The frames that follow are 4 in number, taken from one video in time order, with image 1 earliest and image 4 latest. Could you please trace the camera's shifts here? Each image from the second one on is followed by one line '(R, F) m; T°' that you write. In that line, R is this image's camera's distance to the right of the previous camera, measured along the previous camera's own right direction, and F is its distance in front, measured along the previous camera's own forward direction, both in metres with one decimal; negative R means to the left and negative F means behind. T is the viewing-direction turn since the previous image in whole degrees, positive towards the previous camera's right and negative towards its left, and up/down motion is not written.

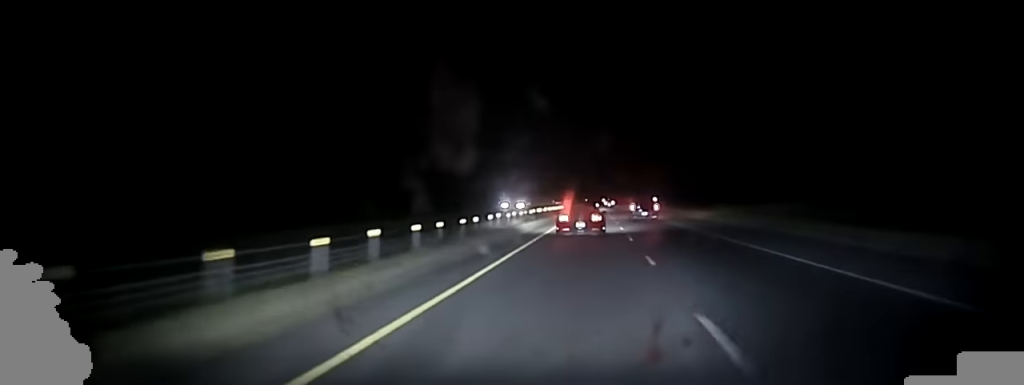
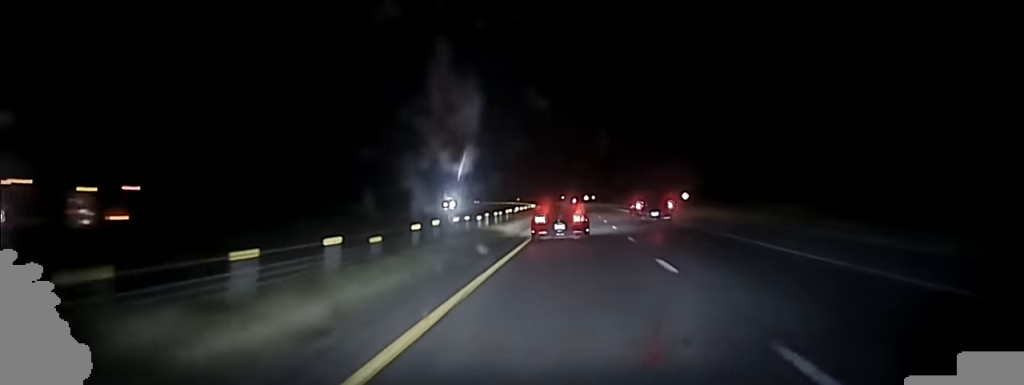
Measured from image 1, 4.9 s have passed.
(+3.7, +176.5) m; +1°
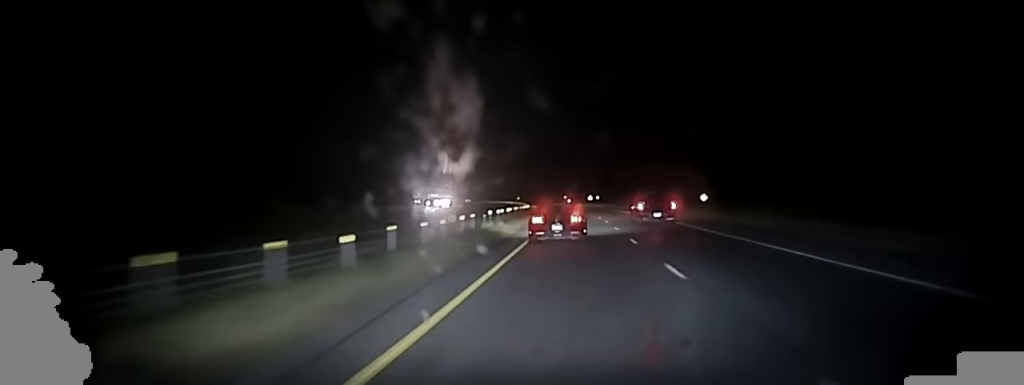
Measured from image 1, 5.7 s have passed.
(0.0, +27.3) m; -1°
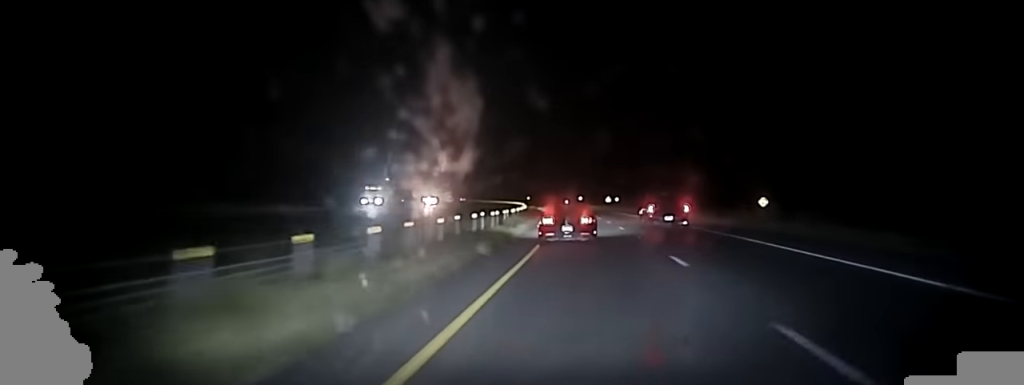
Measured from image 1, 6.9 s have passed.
(-0.6, +48.7) m; -1°
